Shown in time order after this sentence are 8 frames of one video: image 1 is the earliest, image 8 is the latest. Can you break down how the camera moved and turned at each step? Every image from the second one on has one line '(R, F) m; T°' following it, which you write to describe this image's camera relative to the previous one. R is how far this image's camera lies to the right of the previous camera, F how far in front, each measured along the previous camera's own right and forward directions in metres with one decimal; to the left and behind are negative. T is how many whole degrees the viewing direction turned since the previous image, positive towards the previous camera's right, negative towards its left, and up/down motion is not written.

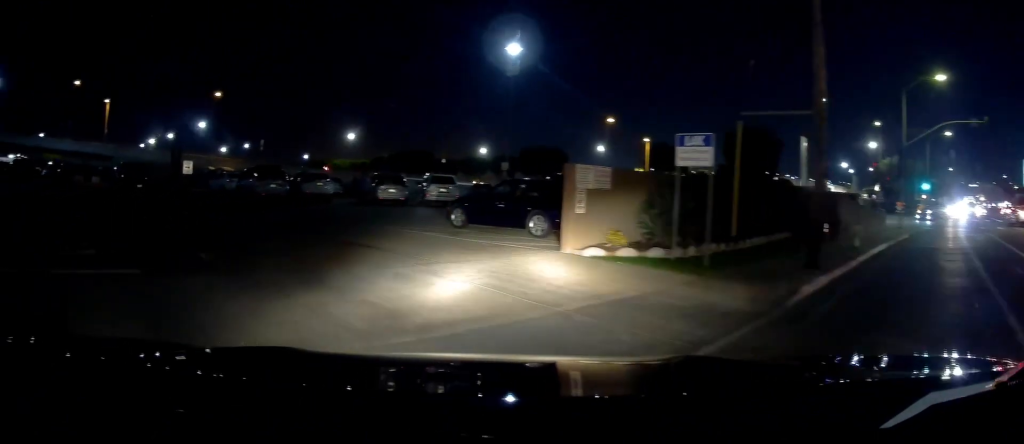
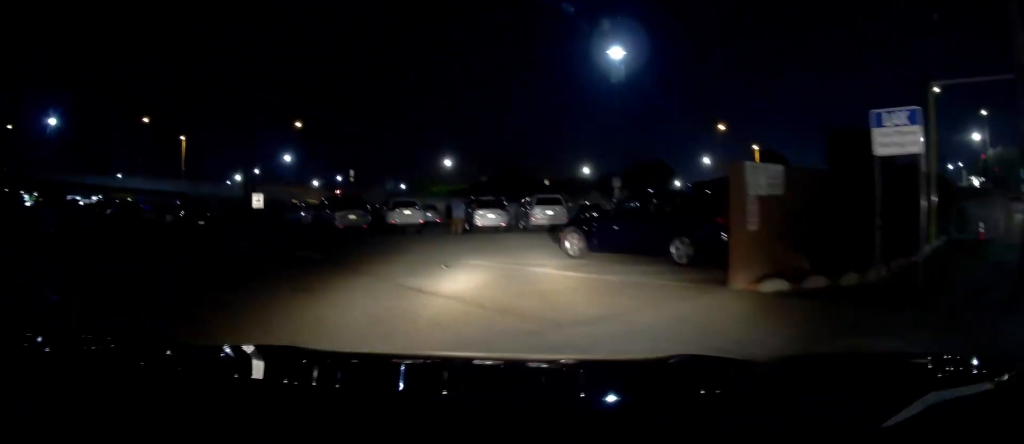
(-0.2, +4.3) m; -8°
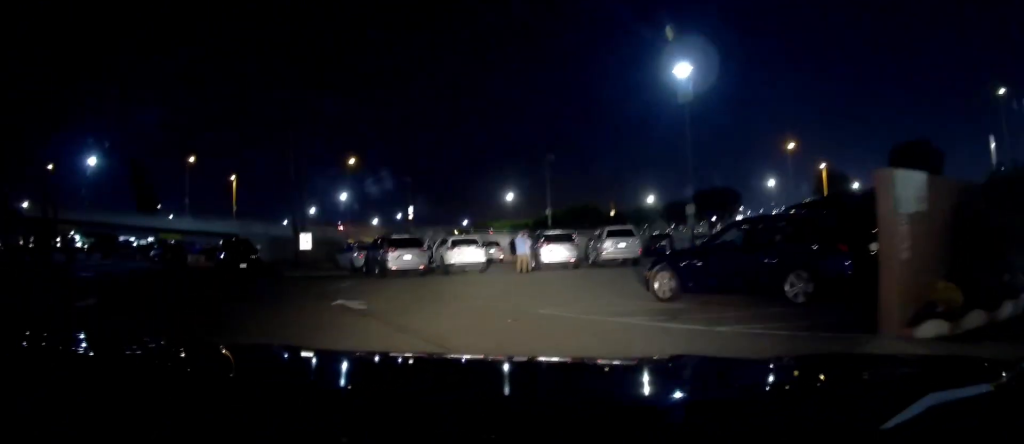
(-0.1, +2.6) m; -8°
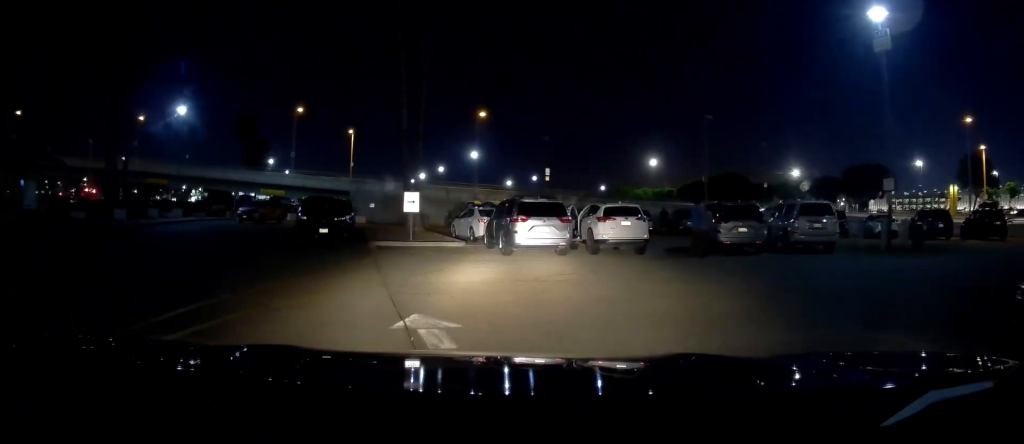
(-2.2, +6.9) m; -31°
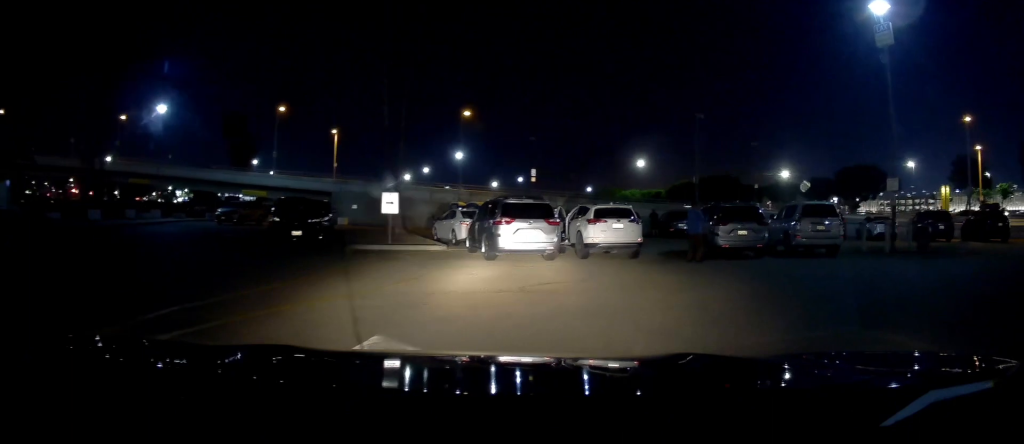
(-0.1, +1.3) m; -2°
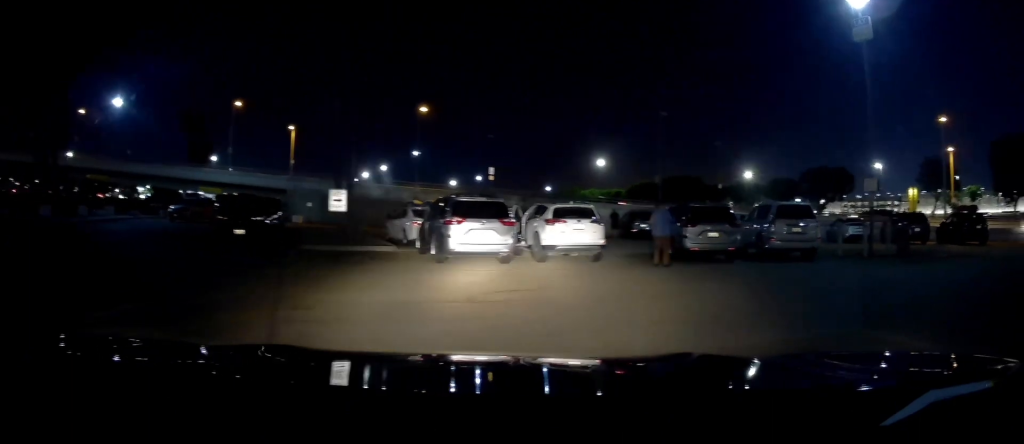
(0.0, +1.3) m; +10°
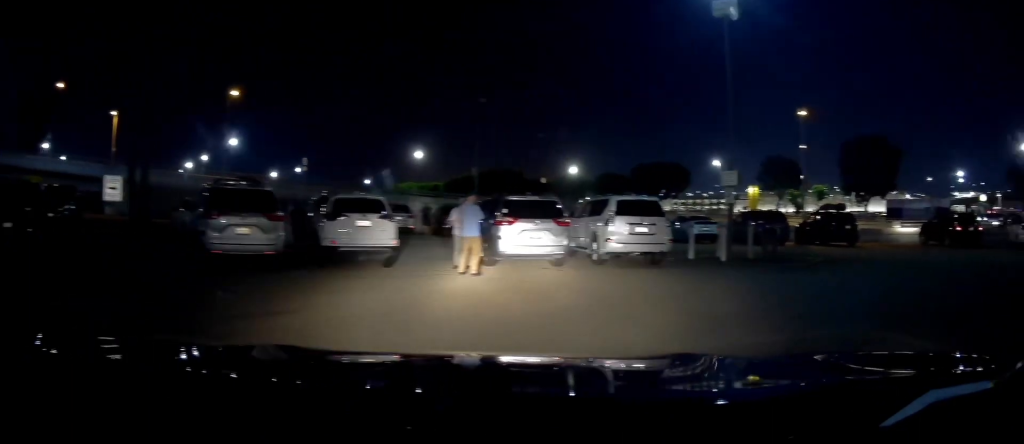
(+0.8, +3.1) m; +17°
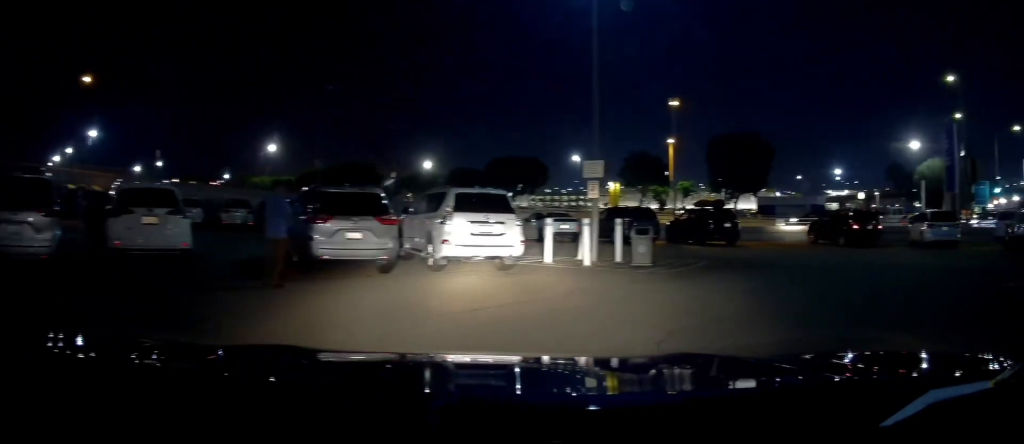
(-0.2, +2.8) m; +13°
